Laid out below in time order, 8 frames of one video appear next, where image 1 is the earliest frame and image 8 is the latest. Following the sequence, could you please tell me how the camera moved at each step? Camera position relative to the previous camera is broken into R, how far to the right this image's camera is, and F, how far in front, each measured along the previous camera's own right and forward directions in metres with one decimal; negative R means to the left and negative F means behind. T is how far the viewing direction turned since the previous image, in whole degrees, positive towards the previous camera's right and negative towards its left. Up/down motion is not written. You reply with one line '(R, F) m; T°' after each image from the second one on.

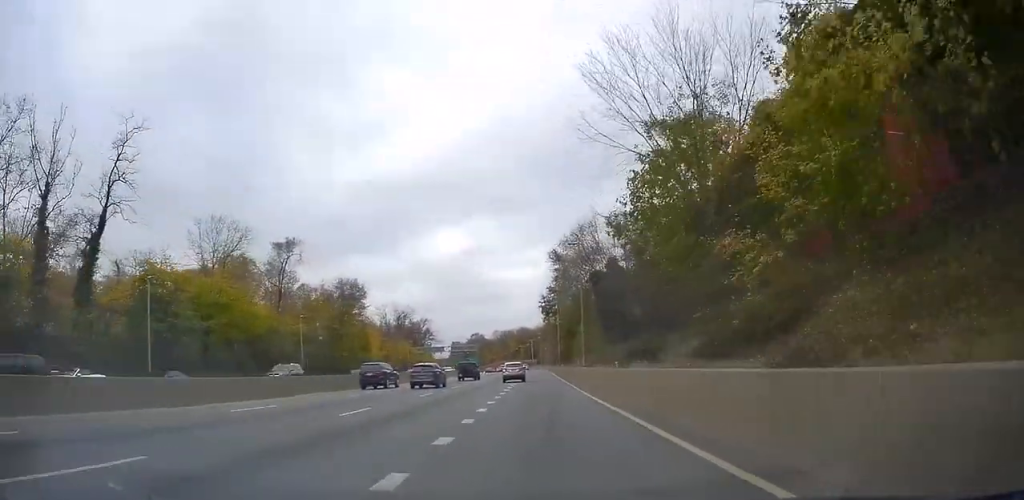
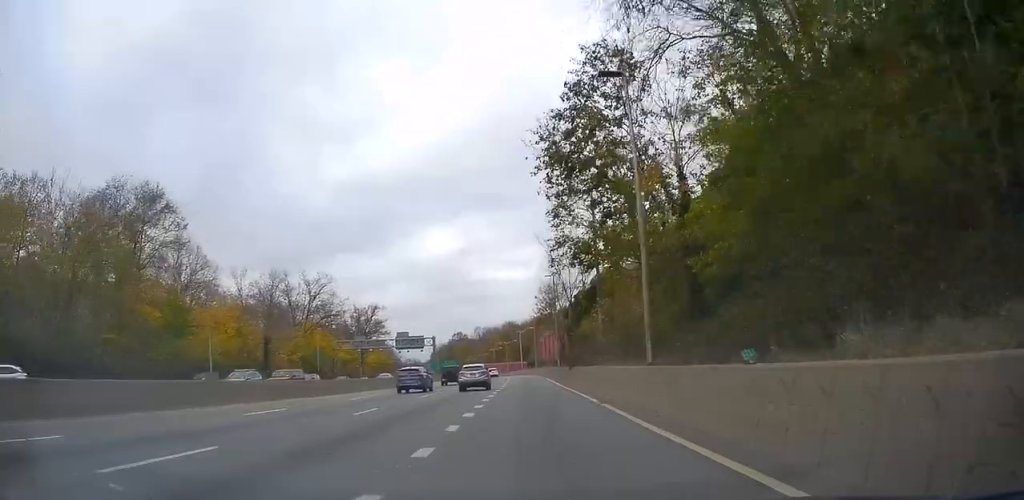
(+0.4, +59.1) m; +2°
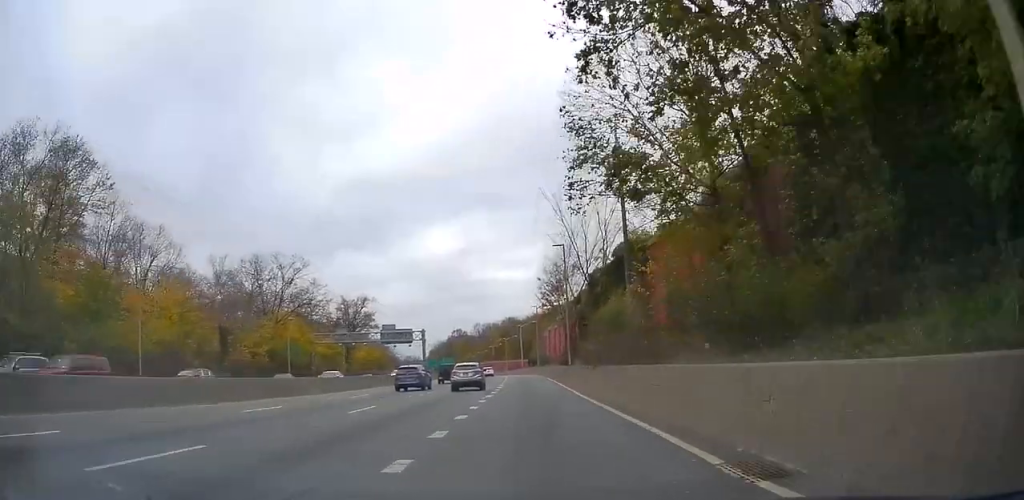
(+0.3, +12.3) m; +1°
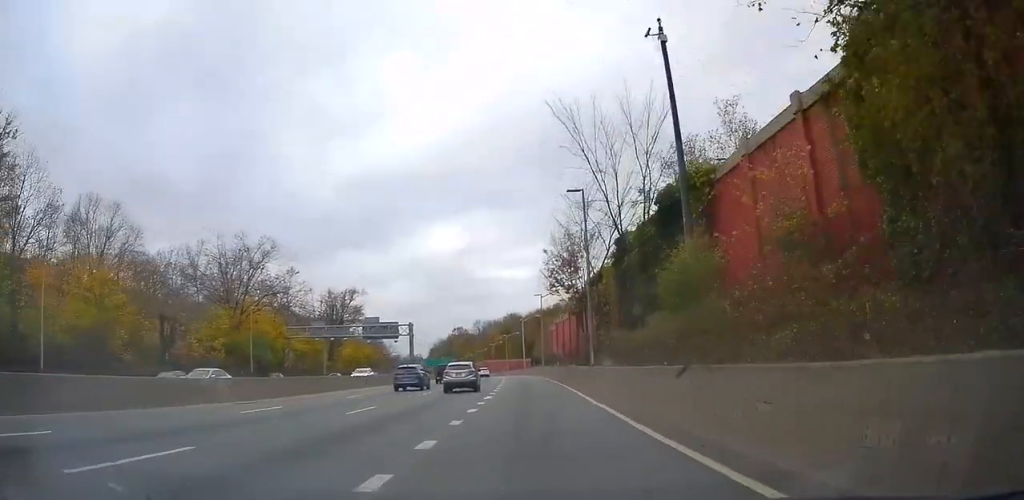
(+0.3, +12.3) m; +1°
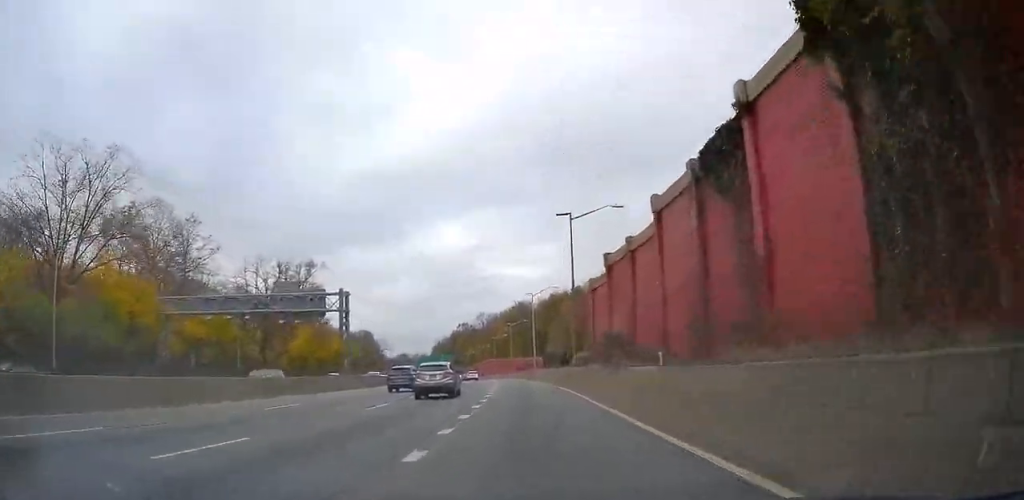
(-0.1, +35.0) m; -1°
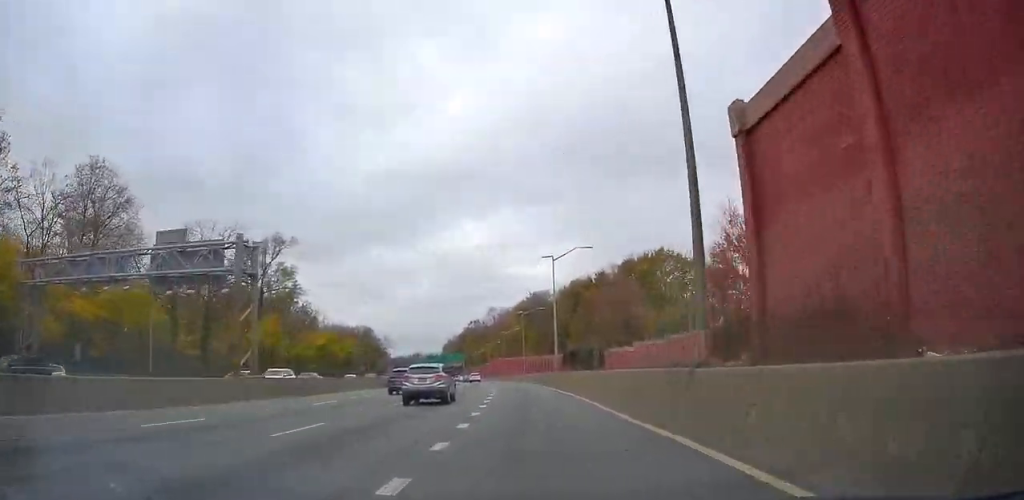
(-0.3, +20.5) m; -1°
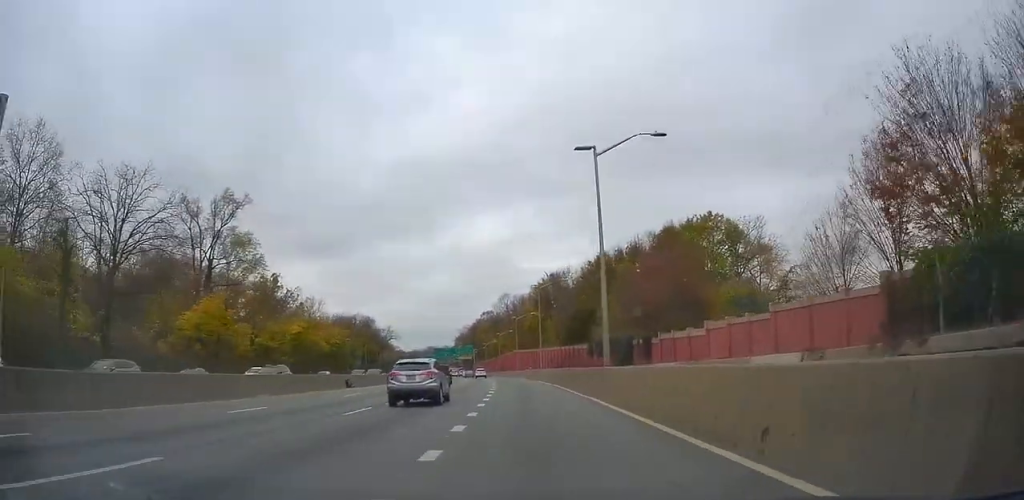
(-0.2, +19.5) m; -1°
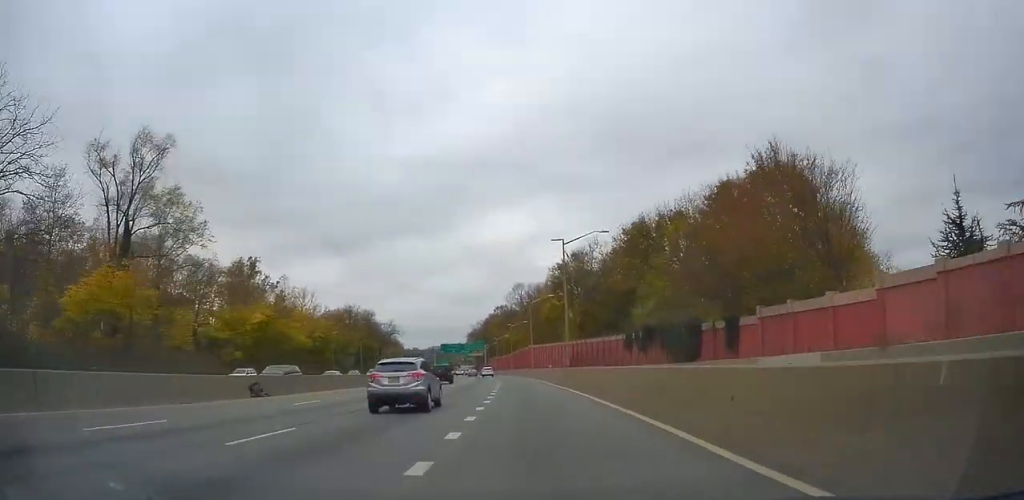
(-0.1, +19.4) m; 0°
